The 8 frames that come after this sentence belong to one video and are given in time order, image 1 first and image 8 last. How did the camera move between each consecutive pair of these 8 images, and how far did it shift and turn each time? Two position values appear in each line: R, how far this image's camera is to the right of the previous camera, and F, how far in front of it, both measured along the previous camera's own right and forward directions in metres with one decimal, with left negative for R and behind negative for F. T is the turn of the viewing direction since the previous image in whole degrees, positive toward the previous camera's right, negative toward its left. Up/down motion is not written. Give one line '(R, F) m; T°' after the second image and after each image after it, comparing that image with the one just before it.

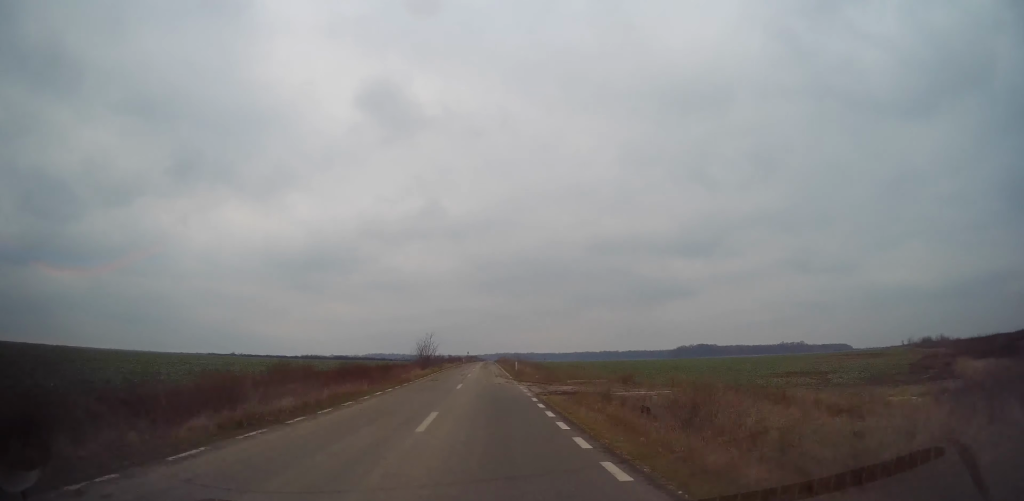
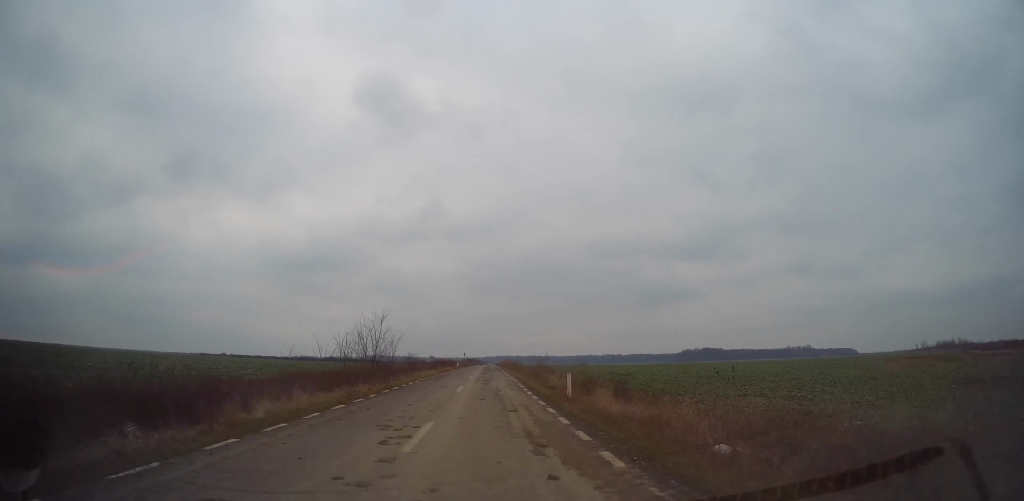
(-0.1, +26.0) m; 0°
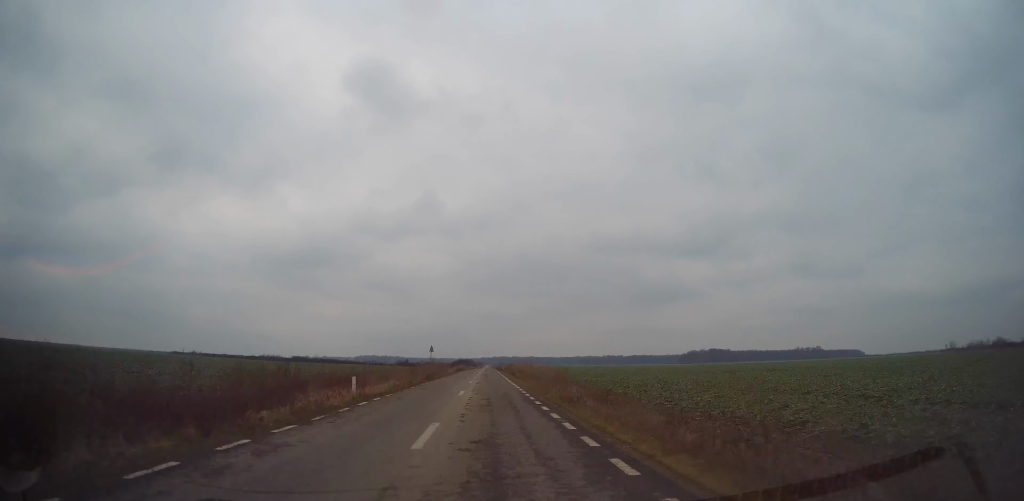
(+0.5, +59.5) m; +1°
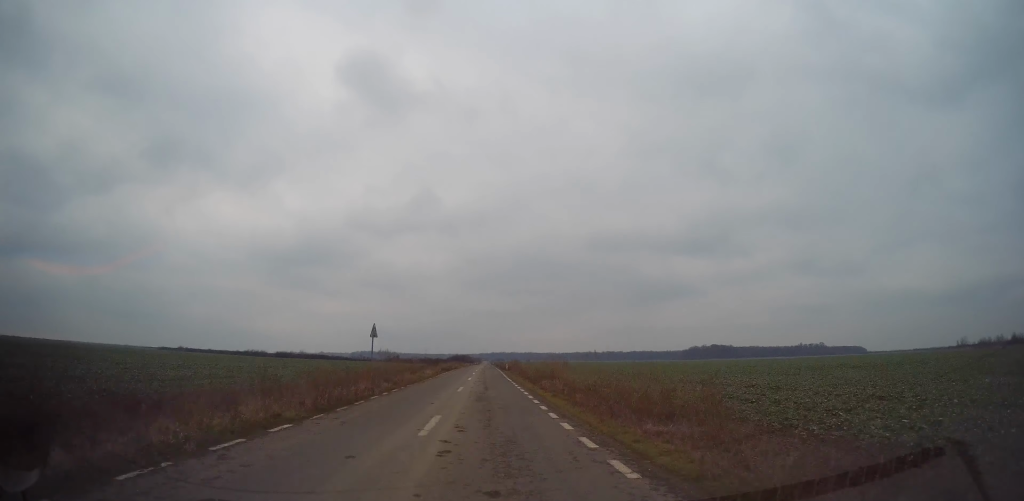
(+0.1, +22.9) m; 0°
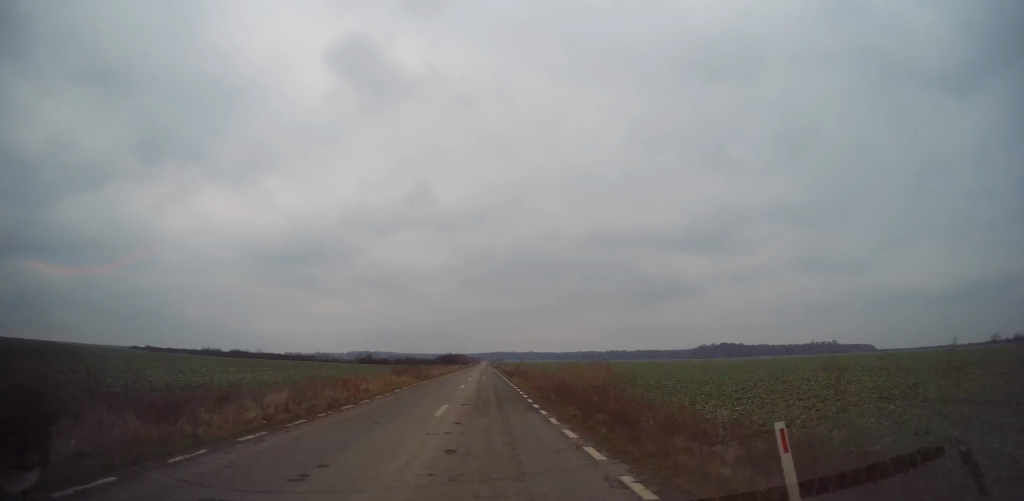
(-1.1, +55.9) m; -1°
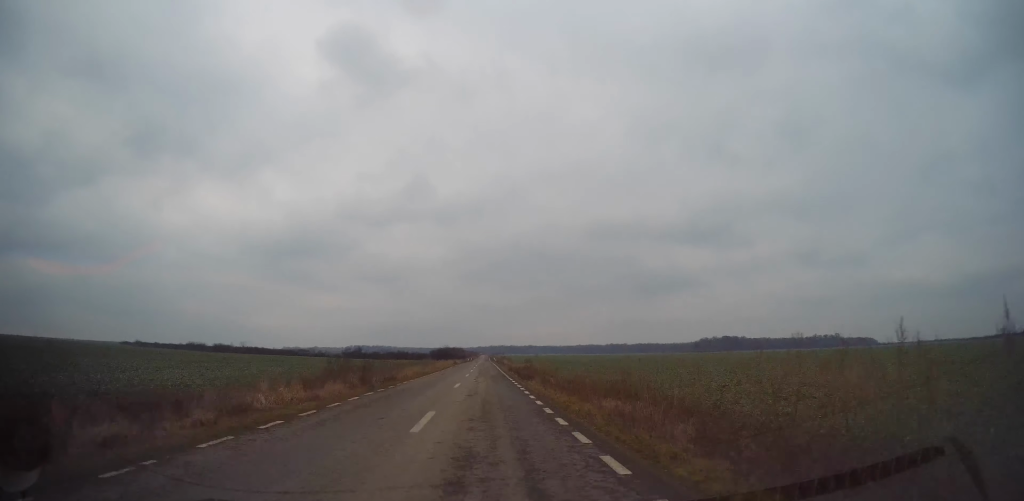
(+0.2, +15.2) m; 0°
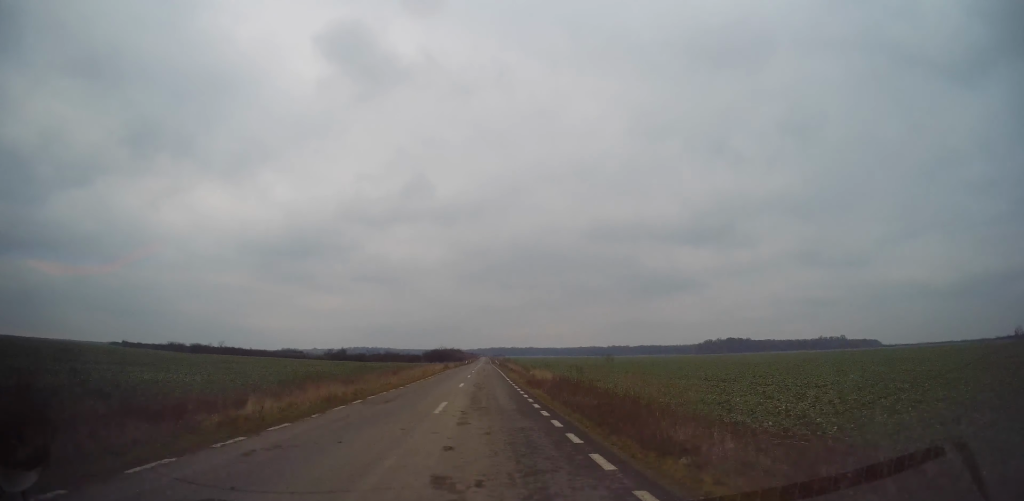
(+0.2, +19.5) m; 0°
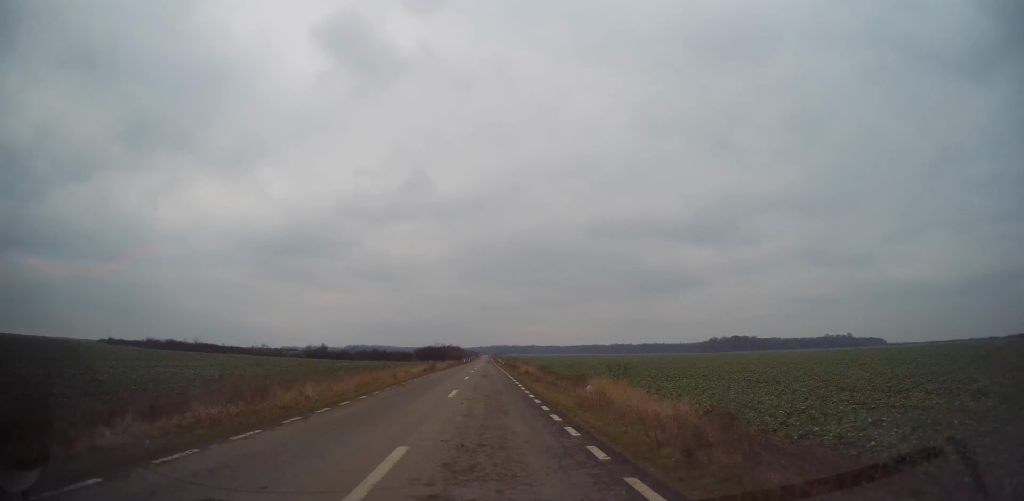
(0.0, +19.6) m; 0°
